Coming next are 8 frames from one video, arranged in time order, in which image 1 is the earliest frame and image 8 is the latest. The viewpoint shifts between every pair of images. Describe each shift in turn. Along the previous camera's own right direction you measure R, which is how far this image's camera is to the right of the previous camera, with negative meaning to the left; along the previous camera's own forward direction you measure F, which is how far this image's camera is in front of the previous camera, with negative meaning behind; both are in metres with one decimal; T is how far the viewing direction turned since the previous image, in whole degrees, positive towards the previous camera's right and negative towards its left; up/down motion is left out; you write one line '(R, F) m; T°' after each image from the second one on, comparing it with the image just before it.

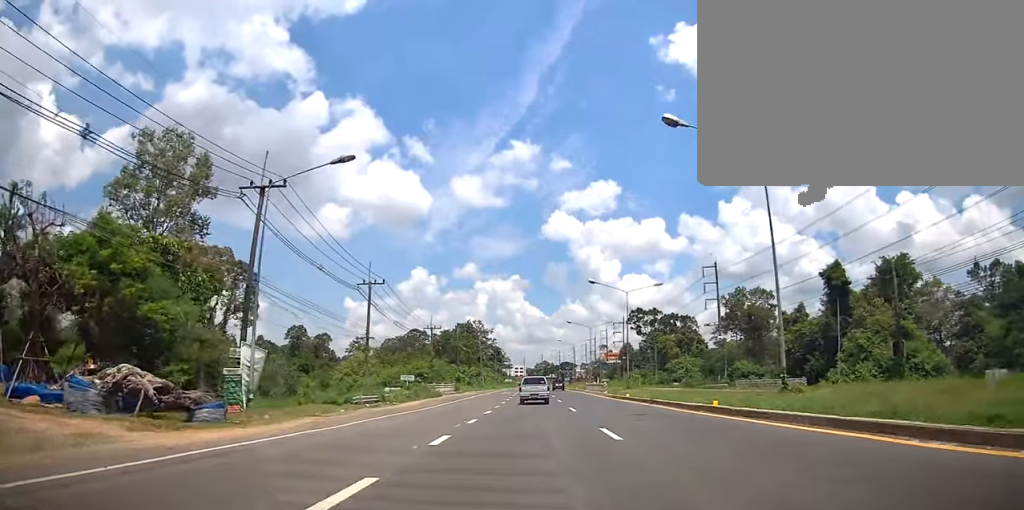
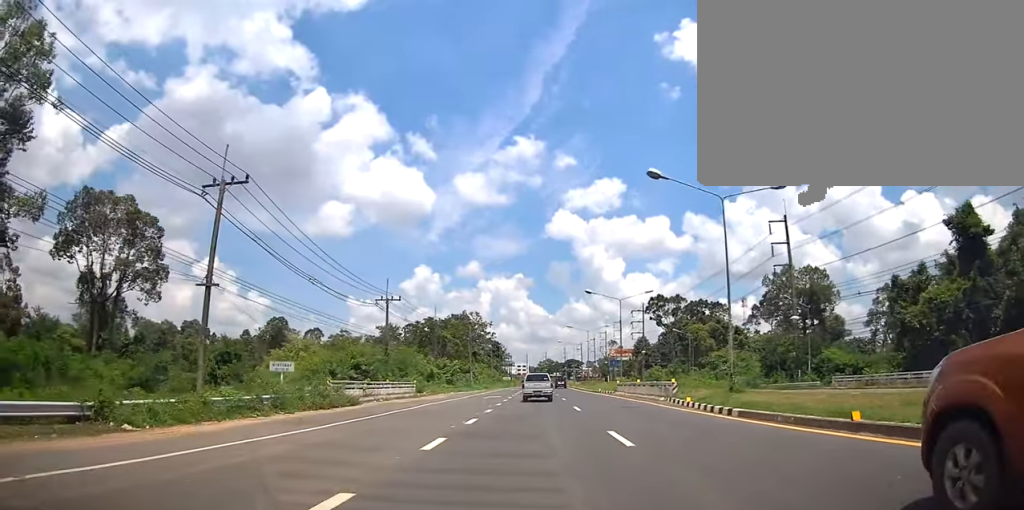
(+0.2, +25.2) m; 0°
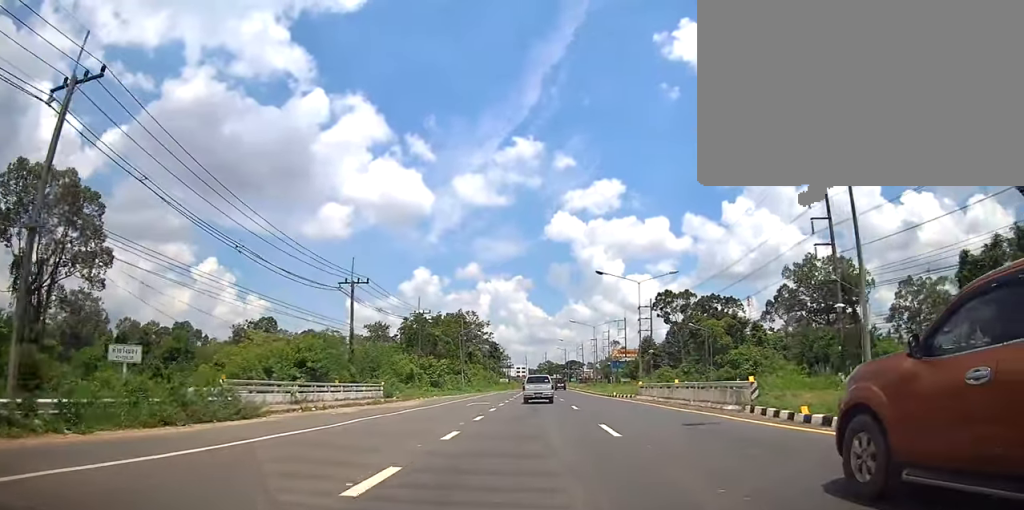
(0.0, +10.6) m; 0°
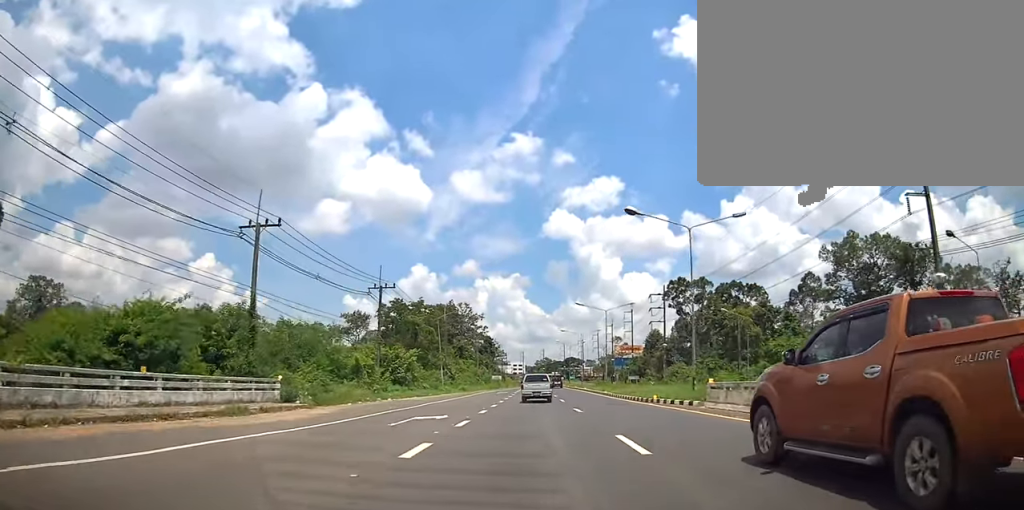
(-0.1, +15.4) m; 0°
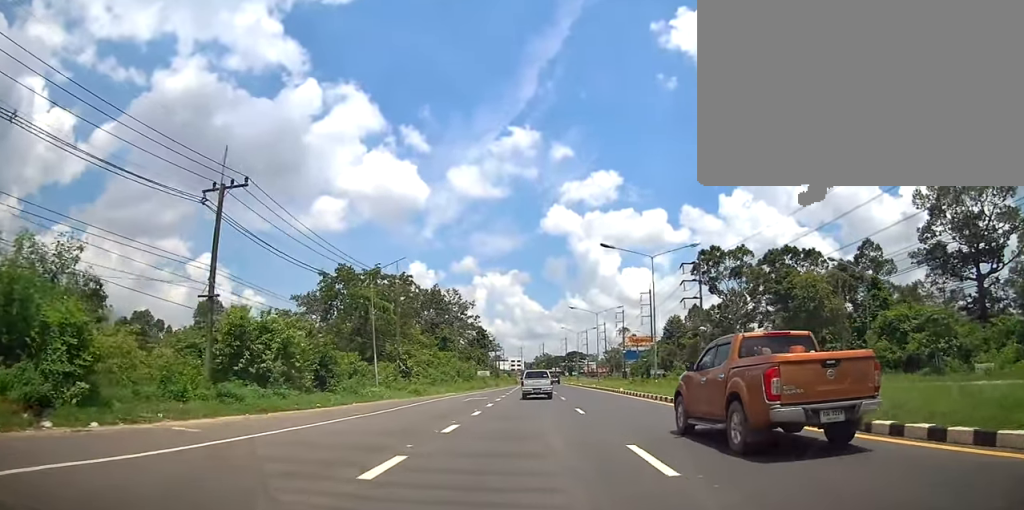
(+0.1, +25.8) m; +1°
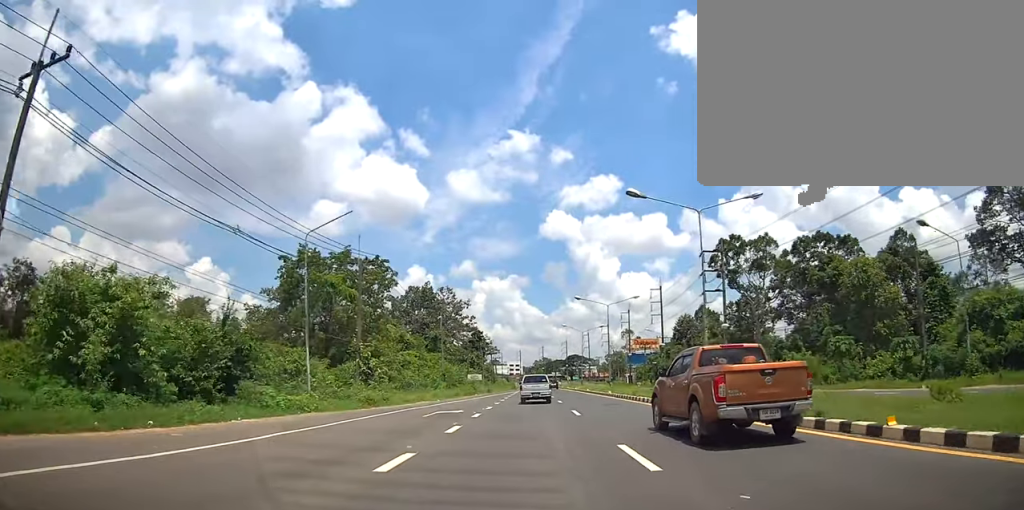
(+0.1, +11.1) m; 0°
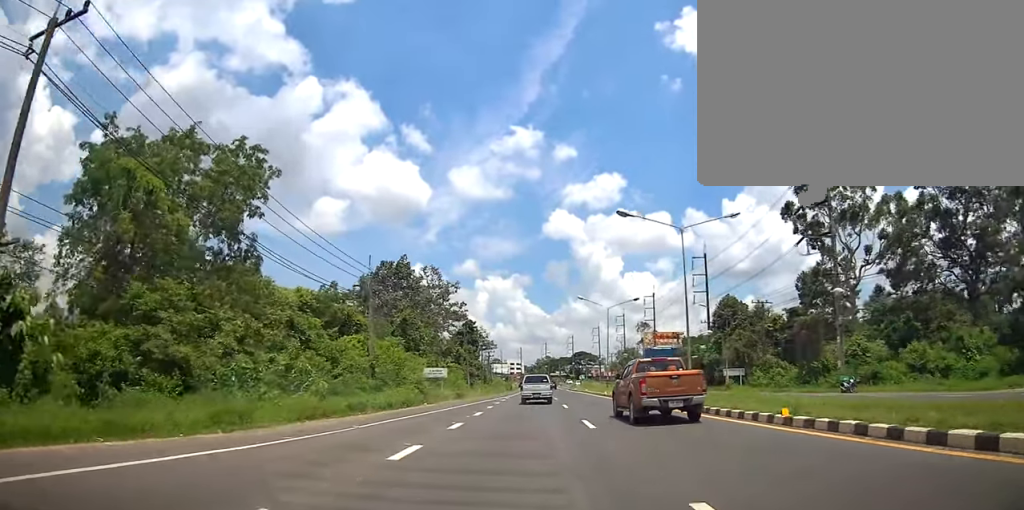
(-0.3, +28.8) m; -2°
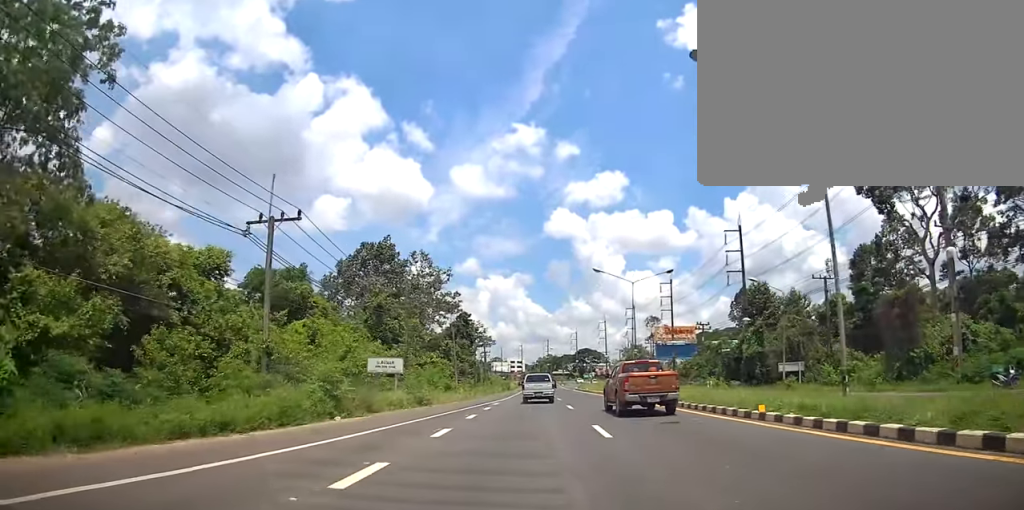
(-0.4, +14.5) m; -1°
